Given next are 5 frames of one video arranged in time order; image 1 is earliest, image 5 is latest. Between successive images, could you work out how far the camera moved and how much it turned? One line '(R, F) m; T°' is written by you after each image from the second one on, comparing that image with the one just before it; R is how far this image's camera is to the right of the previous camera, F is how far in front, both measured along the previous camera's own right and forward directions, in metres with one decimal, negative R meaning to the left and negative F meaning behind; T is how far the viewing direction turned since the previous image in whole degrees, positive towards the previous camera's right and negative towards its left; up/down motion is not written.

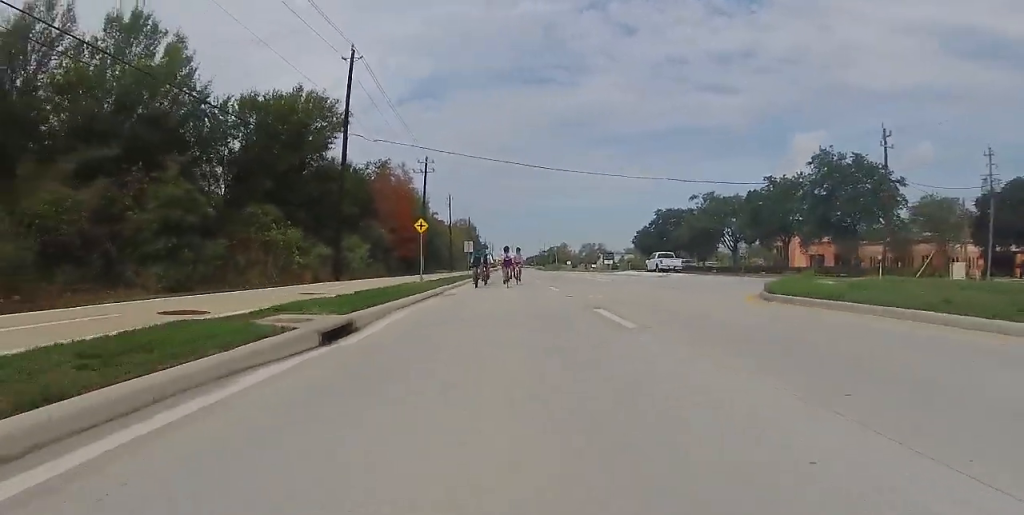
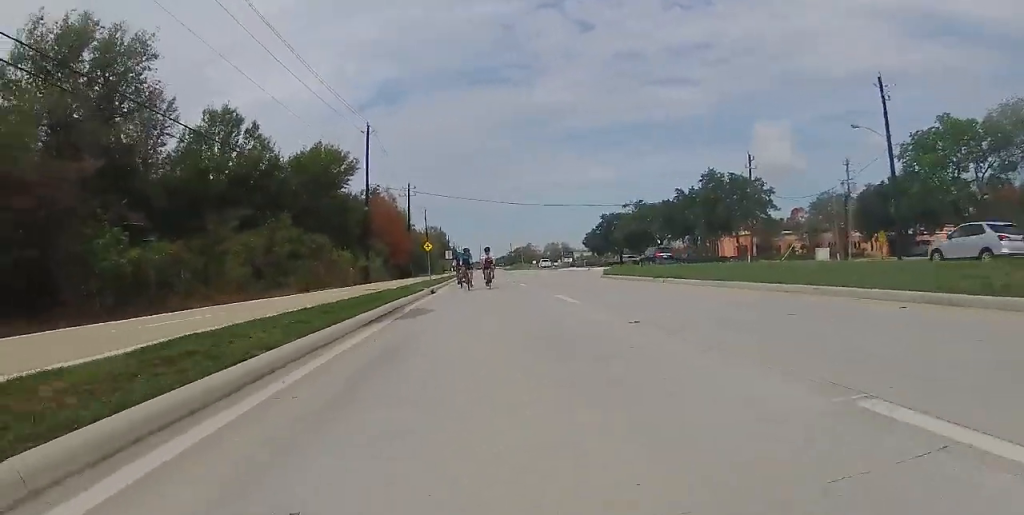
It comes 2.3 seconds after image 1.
(+1.4, +16.2) m; +1°
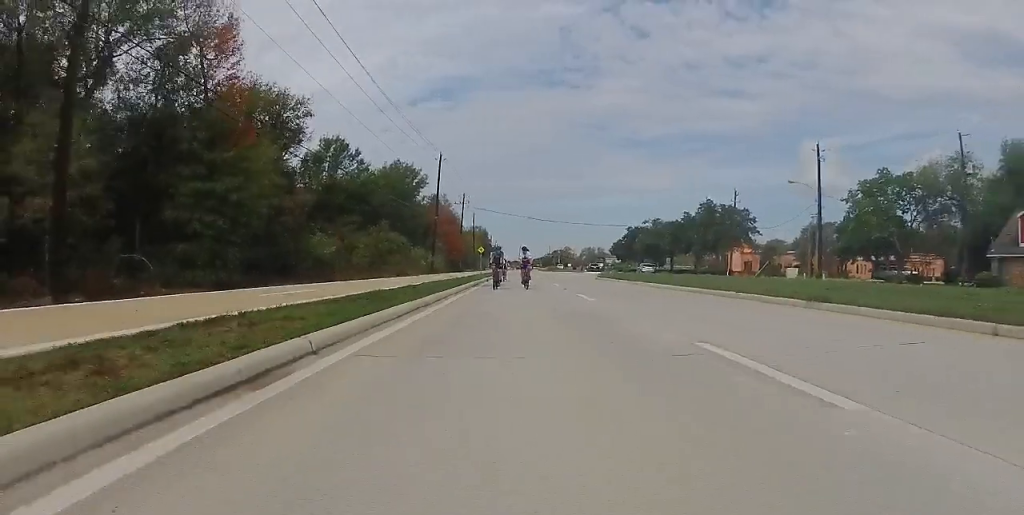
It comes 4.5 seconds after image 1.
(-0.7, +15.4) m; -3°
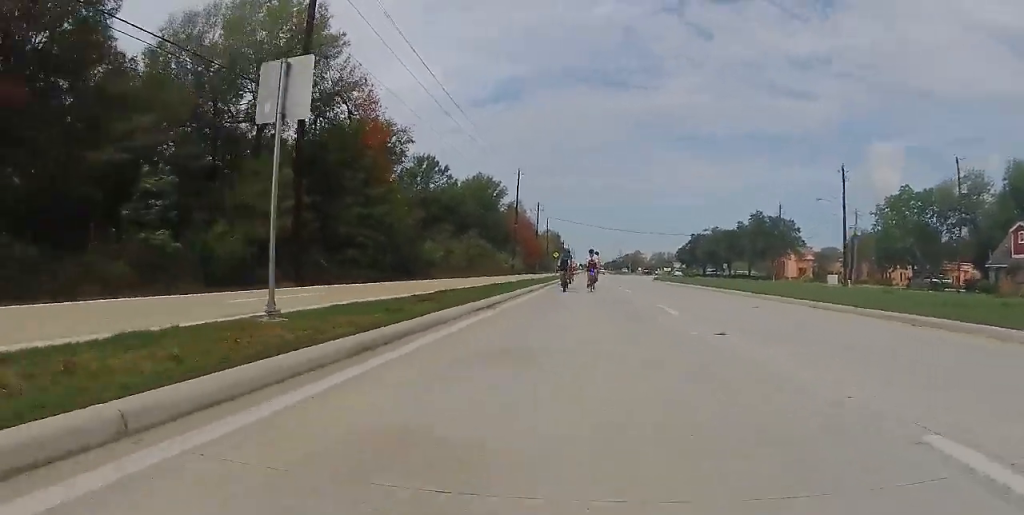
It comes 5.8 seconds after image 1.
(0.0, +8.6) m; 0°
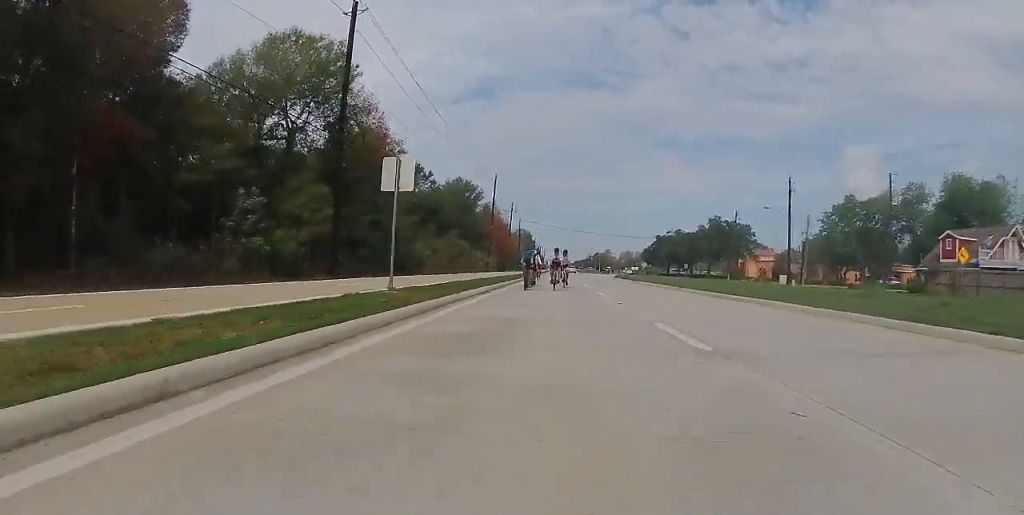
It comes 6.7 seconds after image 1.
(0.0, +6.8) m; +1°
